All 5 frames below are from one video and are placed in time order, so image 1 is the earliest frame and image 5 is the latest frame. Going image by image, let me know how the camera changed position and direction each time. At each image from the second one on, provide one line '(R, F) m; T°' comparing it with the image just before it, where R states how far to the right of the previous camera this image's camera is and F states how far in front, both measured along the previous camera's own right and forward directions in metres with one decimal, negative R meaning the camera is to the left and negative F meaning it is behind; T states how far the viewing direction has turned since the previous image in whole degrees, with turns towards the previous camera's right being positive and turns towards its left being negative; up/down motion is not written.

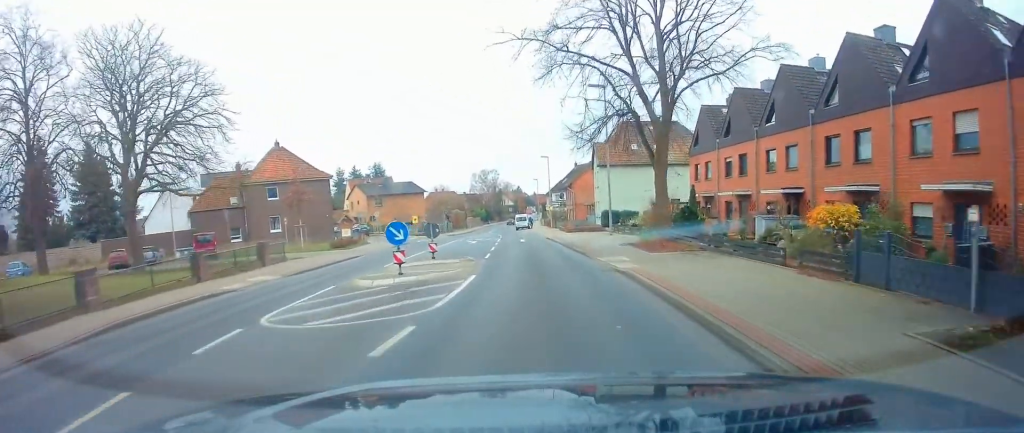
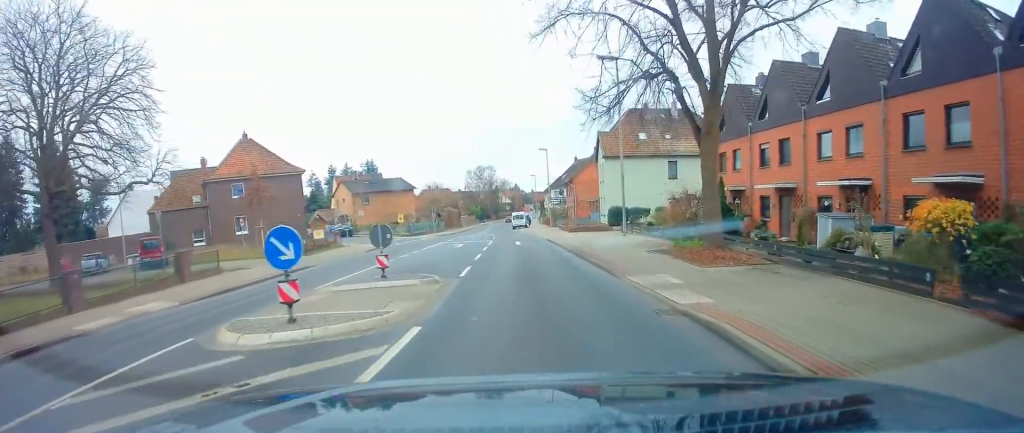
(+0.1, +6.5) m; 0°
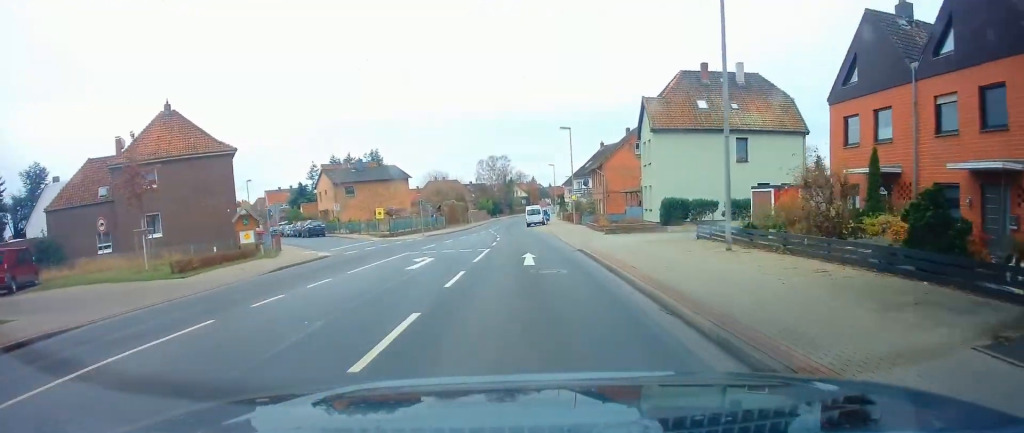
(-0.1, +14.8) m; -2°
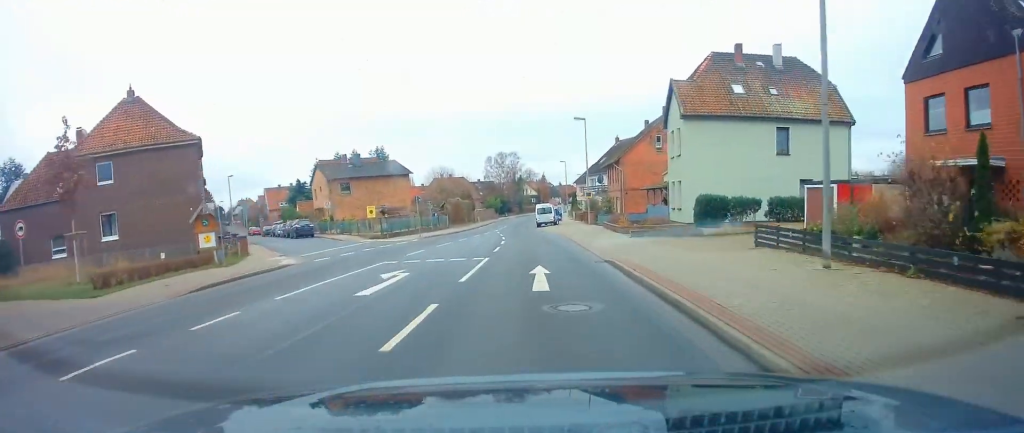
(0.0, +5.4) m; -1°
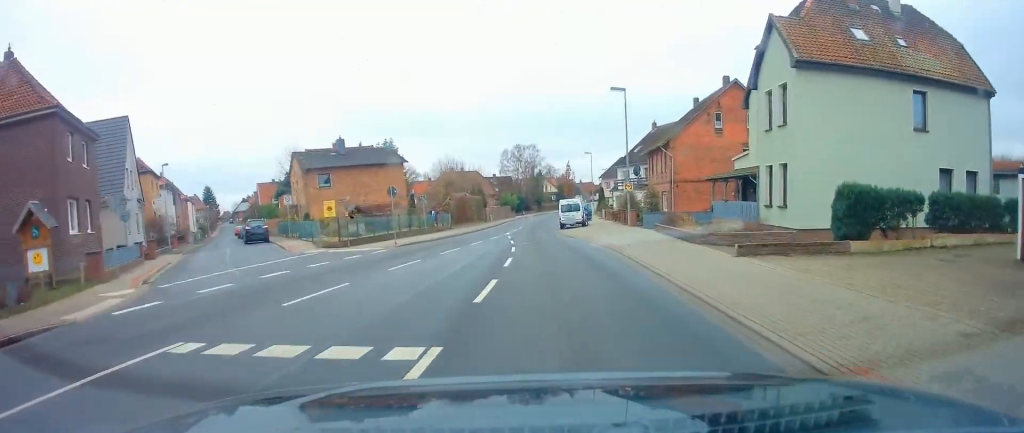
(-0.2, +12.7) m; -2°
